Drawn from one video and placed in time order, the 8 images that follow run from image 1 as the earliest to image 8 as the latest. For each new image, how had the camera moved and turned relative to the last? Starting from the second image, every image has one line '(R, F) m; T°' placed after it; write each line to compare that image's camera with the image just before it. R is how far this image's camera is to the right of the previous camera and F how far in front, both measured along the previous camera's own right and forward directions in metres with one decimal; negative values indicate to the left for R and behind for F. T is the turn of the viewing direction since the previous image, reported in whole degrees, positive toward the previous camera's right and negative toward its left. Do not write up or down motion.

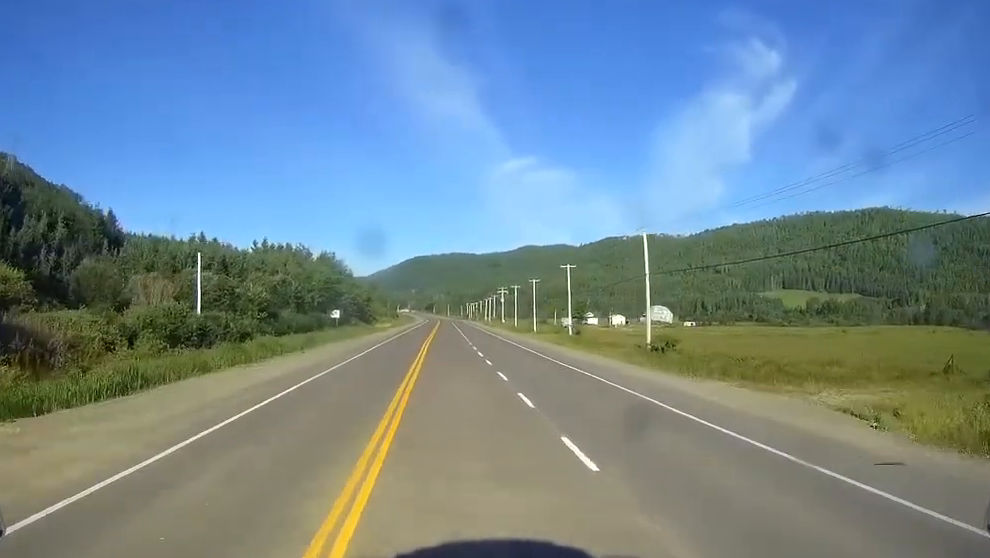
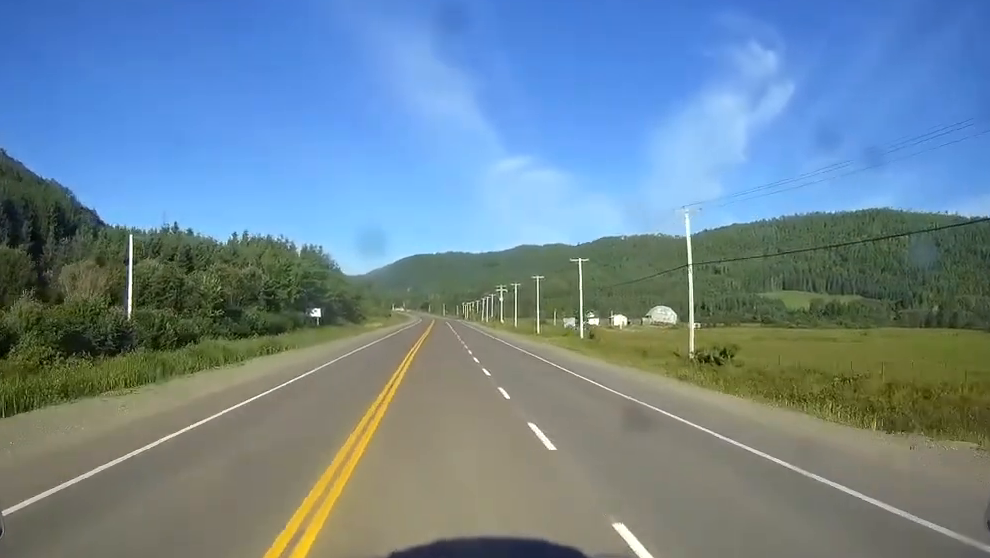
(0.0, +15.8) m; 0°
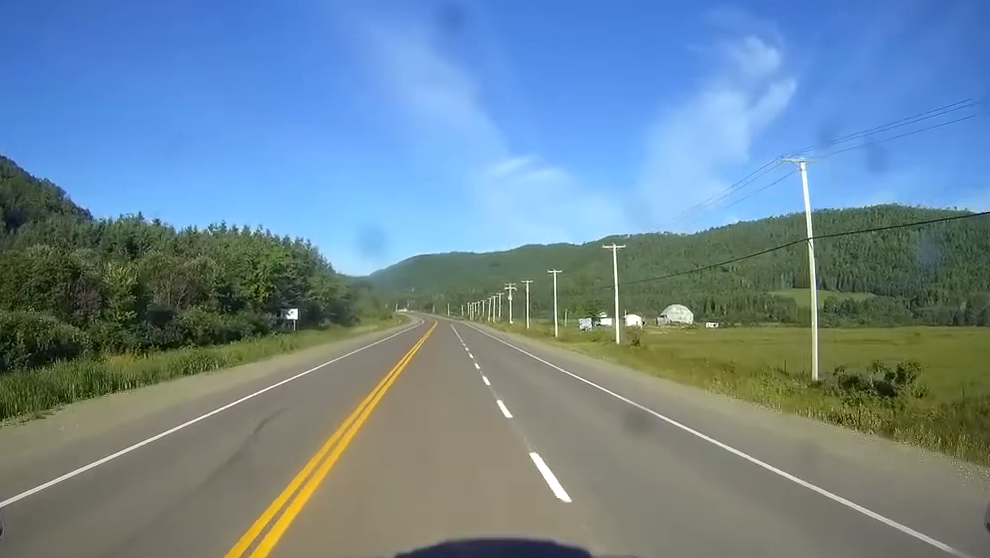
(0.0, +21.9) m; 0°
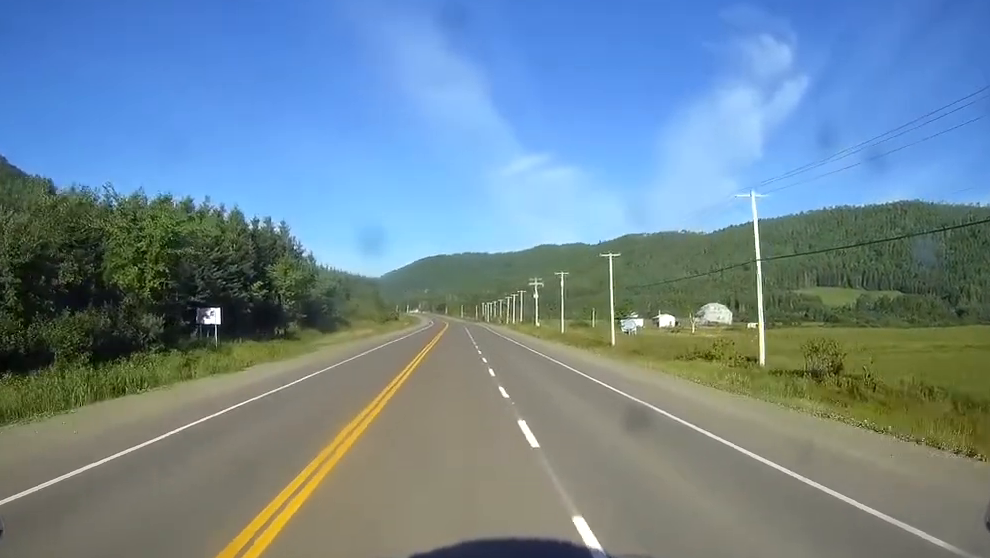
(-0.1, +40.3) m; 0°
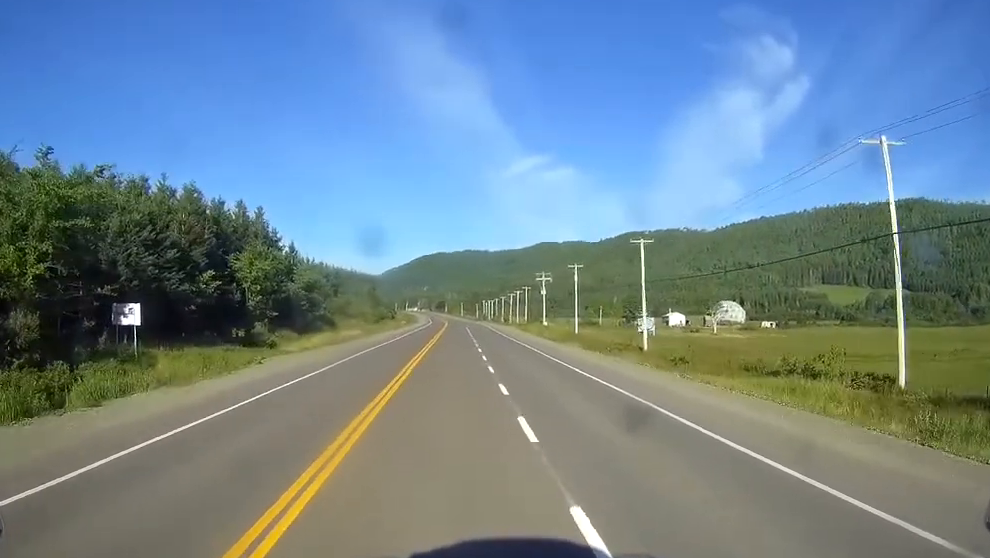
(0.0, +17.3) m; 0°
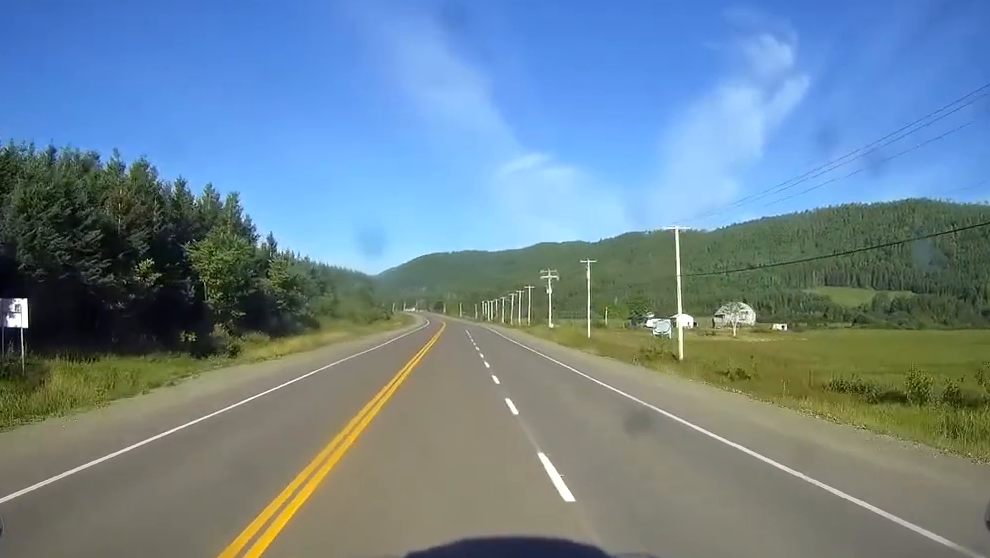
(-0.1, +14.0) m; 0°
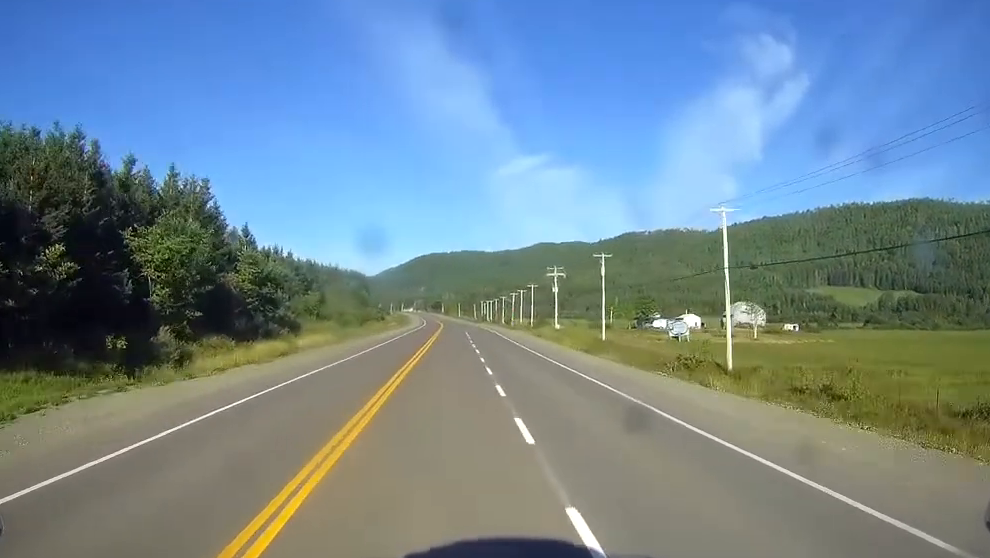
(0.0, +13.2) m; 0°
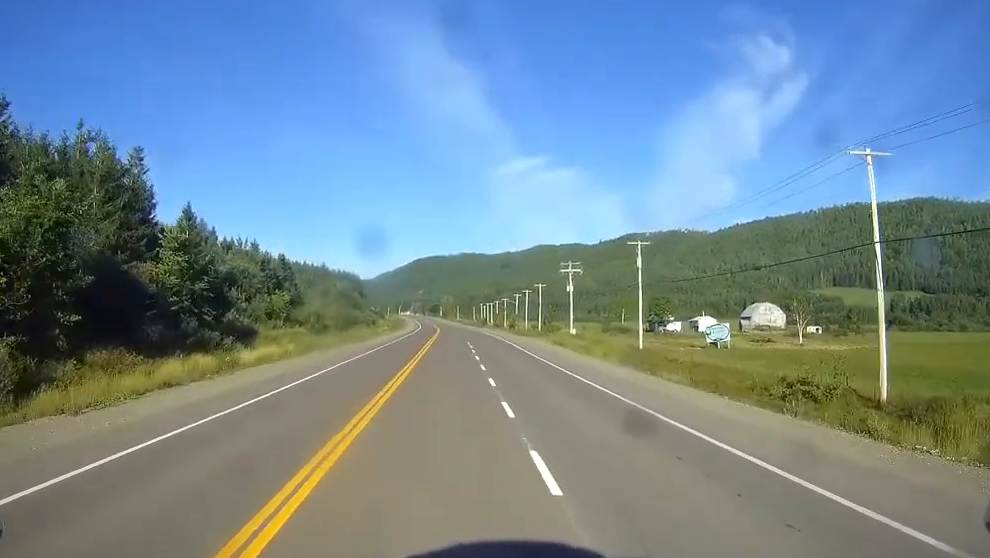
(+0.1, +22.1) m; 0°
